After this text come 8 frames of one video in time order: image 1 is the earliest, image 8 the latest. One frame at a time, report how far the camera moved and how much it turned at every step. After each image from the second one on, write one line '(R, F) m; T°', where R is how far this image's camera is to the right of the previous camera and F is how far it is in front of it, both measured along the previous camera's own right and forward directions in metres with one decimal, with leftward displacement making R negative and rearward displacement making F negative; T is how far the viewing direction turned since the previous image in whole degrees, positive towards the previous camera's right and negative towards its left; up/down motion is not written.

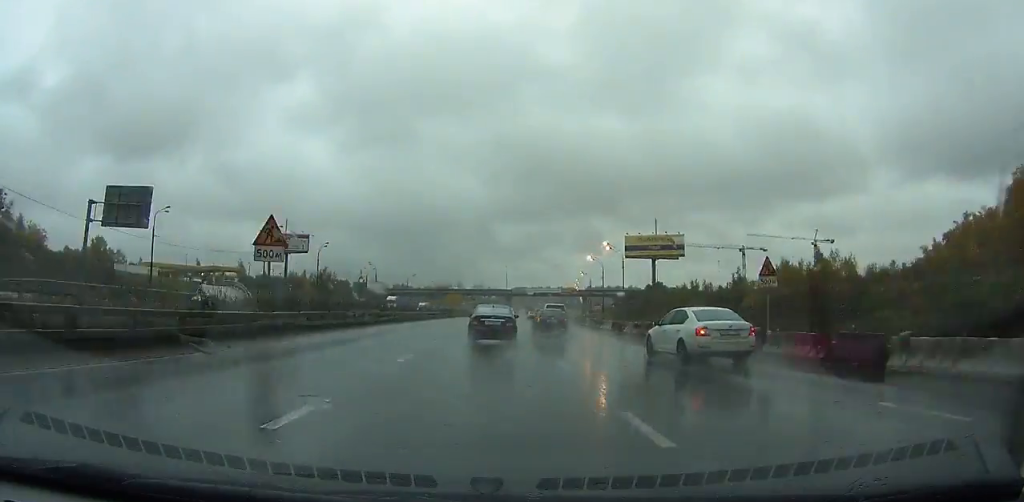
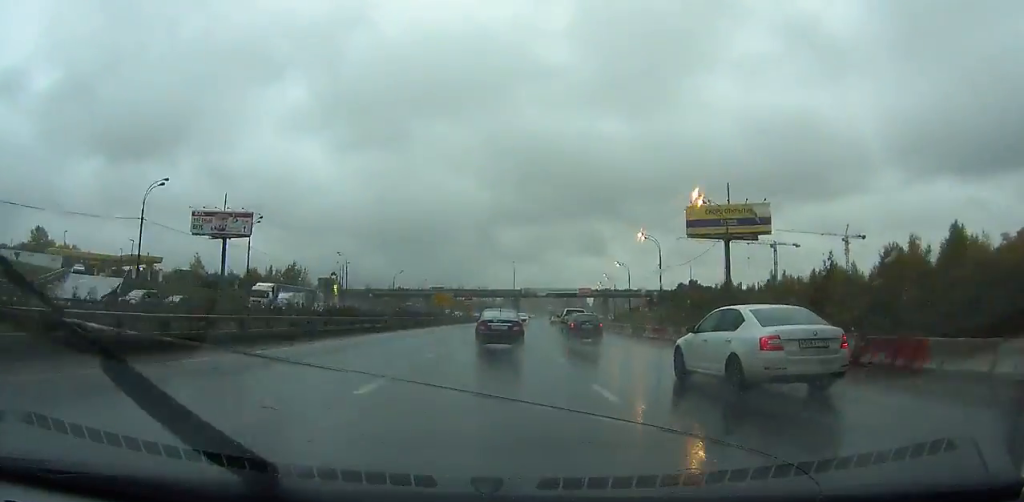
(+0.2, +39.9) m; +1°
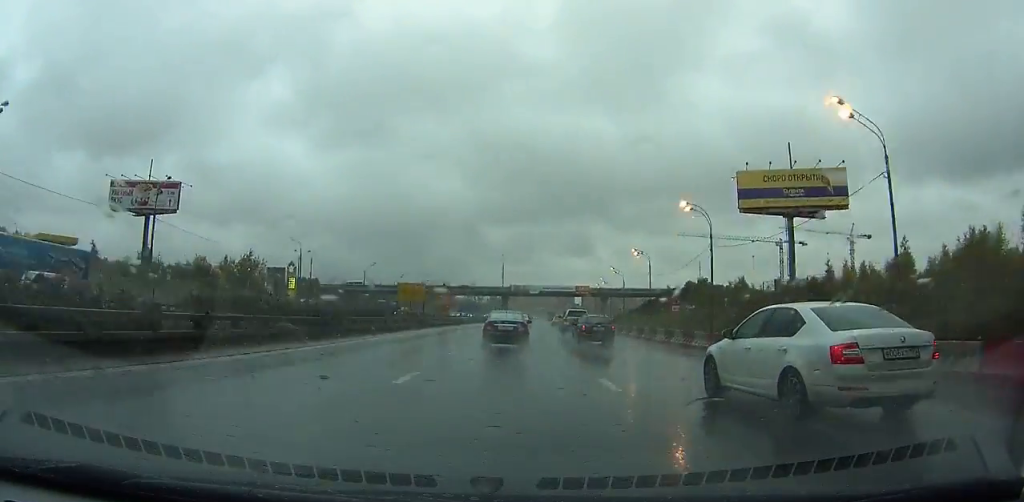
(+0.2, +24.3) m; +1°
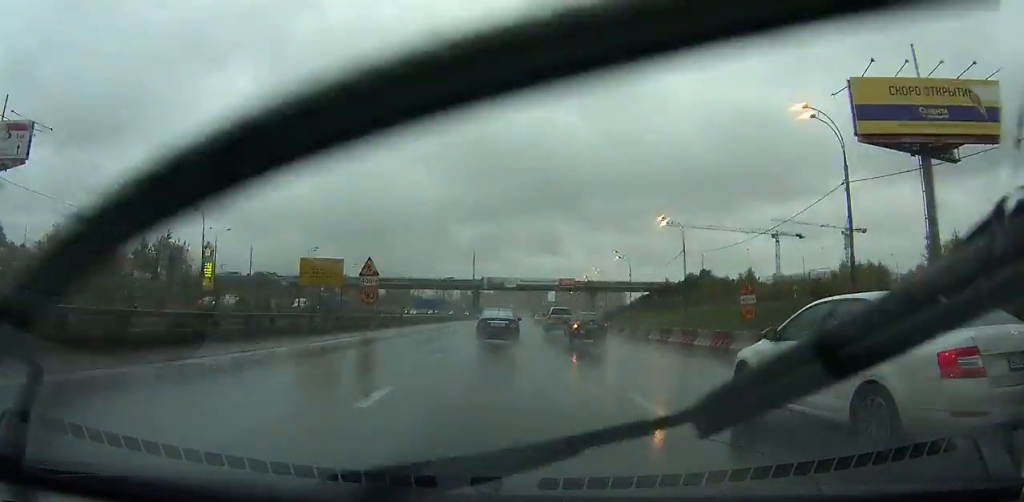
(0.0, +27.7) m; +1°
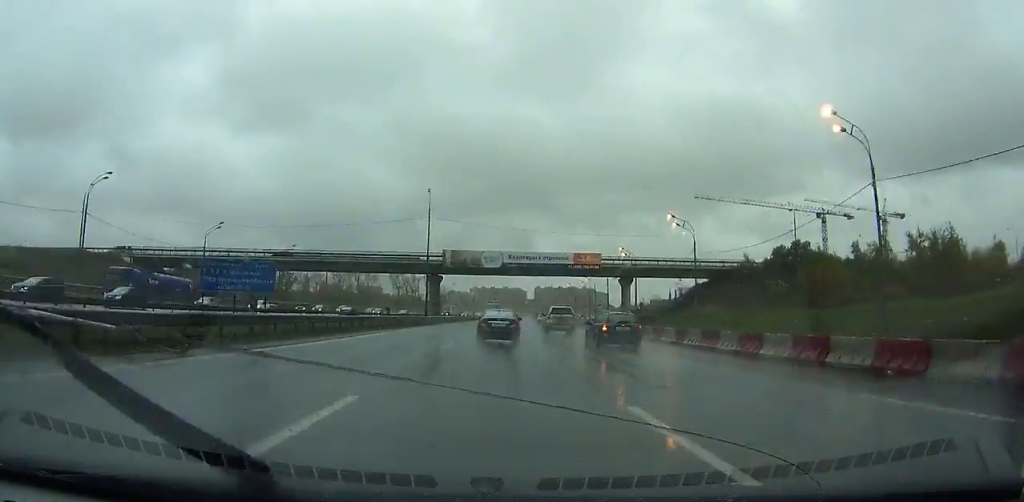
(+1.9, +64.6) m; +3°
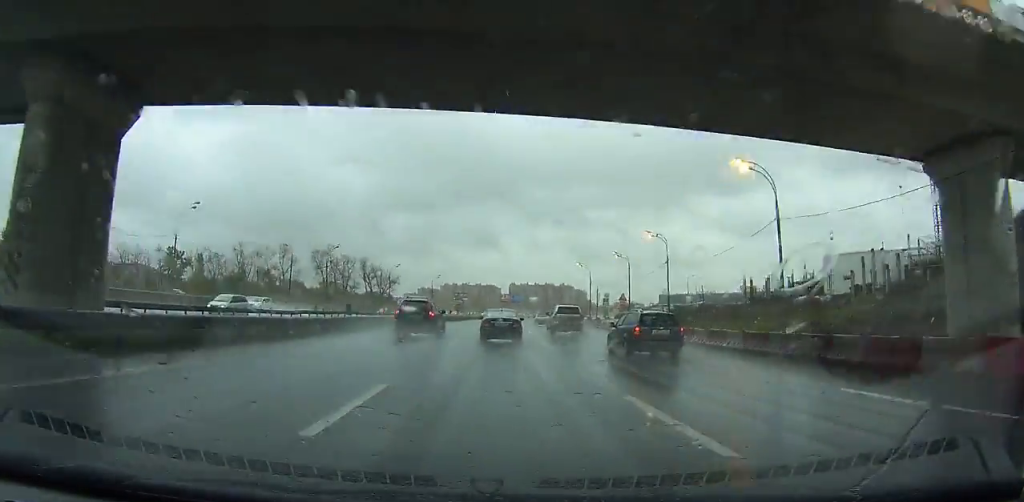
(+1.8, +79.9) m; +2°
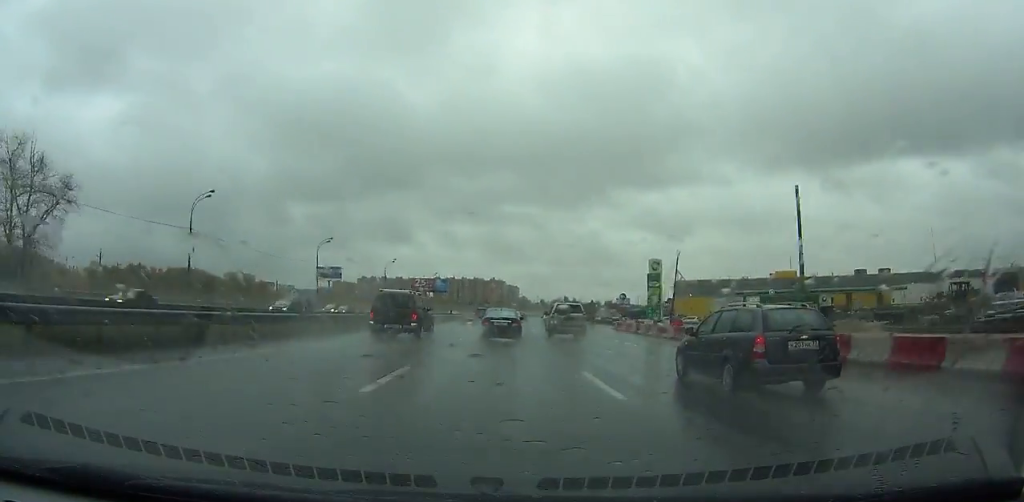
(+6.1, +118.1) m; +7°
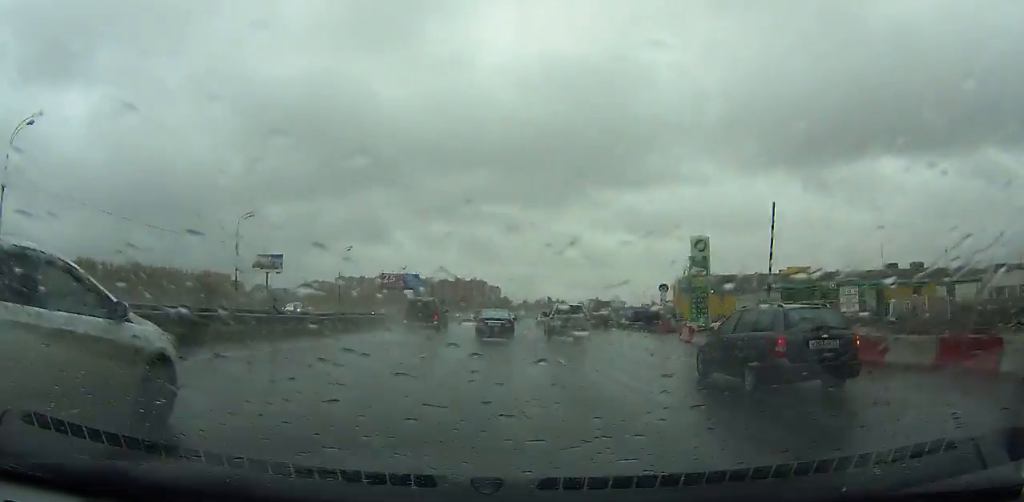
(+0.6, +24.0) m; +1°
